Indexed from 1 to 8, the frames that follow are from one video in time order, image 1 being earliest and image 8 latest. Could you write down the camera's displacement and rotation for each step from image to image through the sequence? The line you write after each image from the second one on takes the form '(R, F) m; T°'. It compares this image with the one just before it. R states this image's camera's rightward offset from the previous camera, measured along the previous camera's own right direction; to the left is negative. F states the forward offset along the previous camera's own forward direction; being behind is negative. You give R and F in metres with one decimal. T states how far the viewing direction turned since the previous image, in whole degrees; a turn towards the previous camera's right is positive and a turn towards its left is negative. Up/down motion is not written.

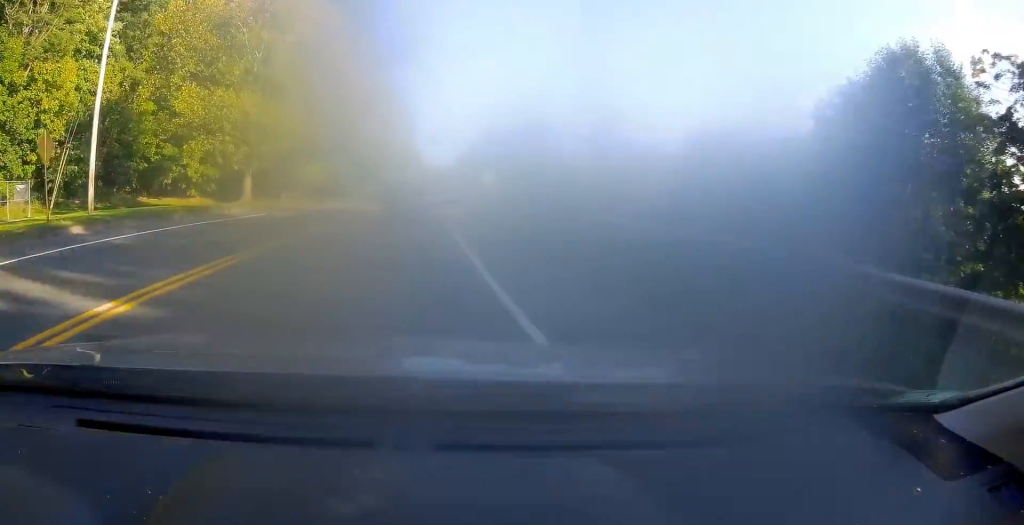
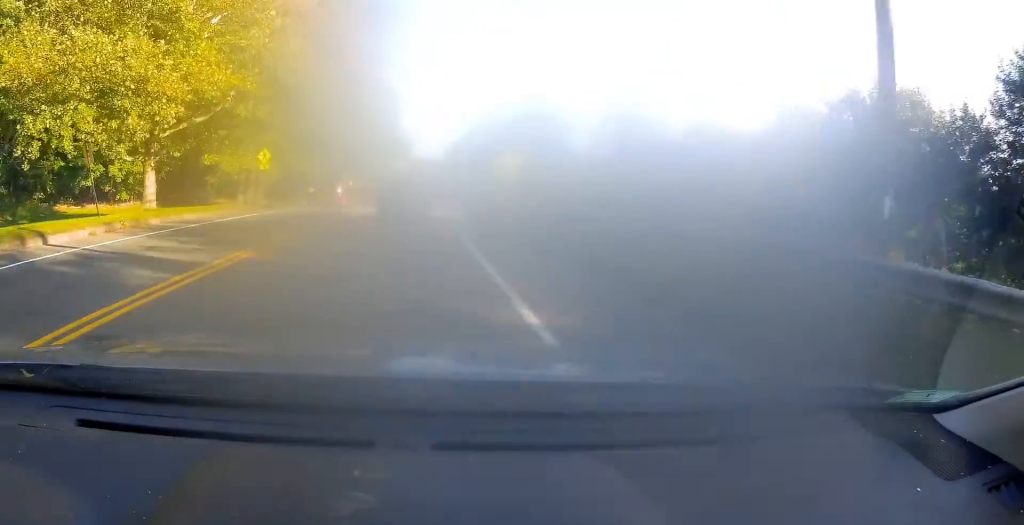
(0.0, +13.3) m; -1°
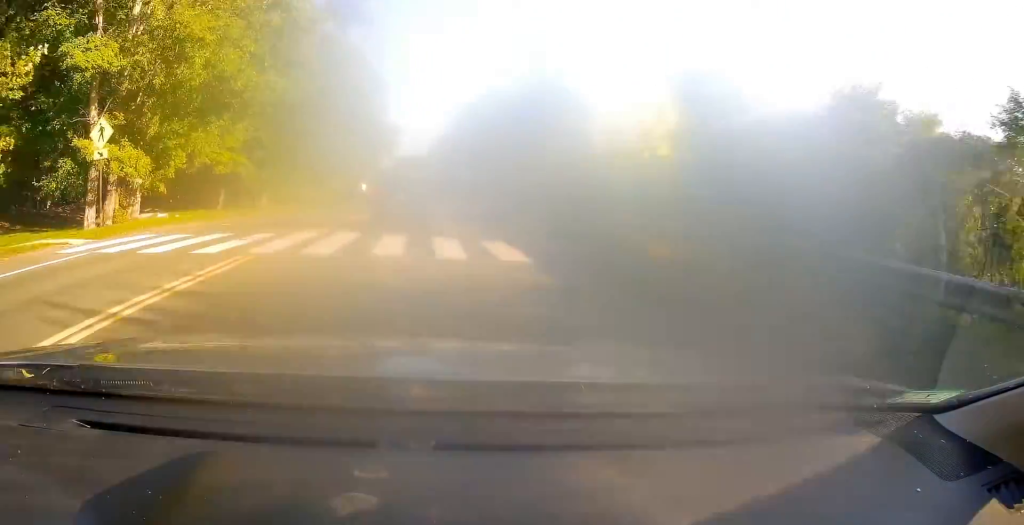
(-0.3, +19.5) m; +2°
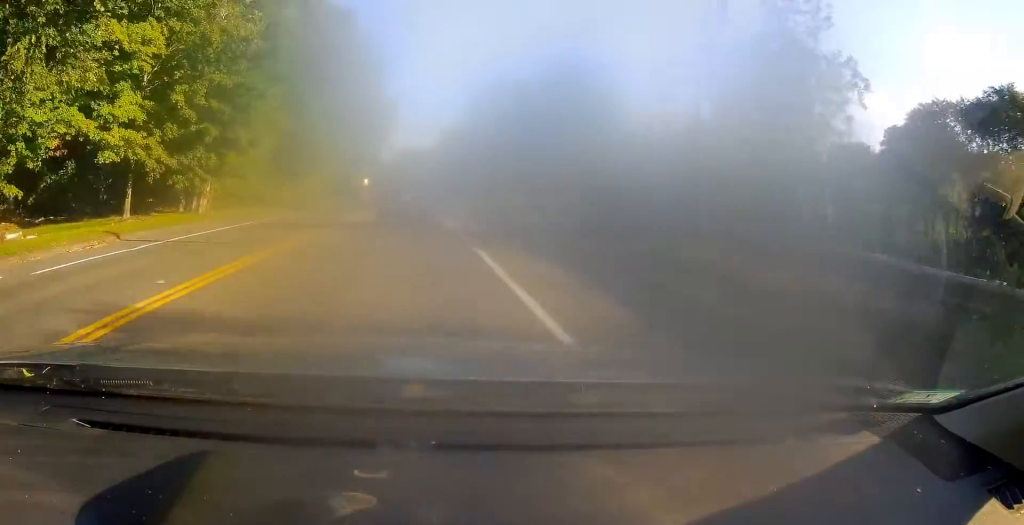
(+0.7, +14.5) m; +2°
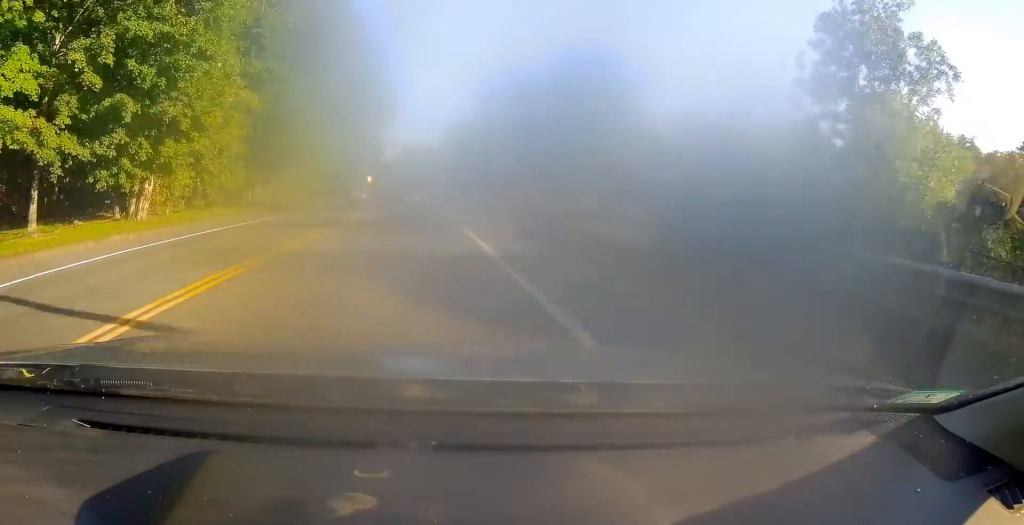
(+0.1, +7.9) m; 0°
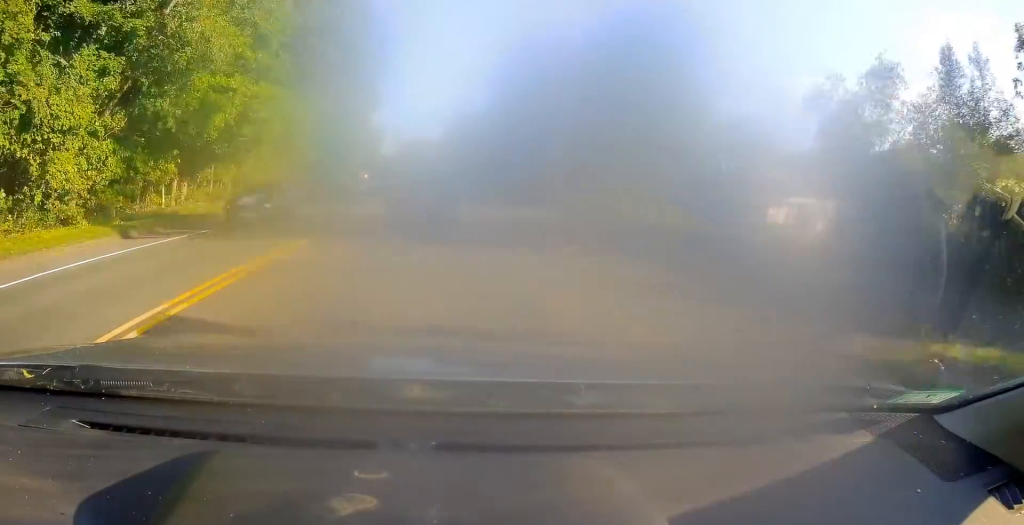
(-0.3, +17.4) m; -2°
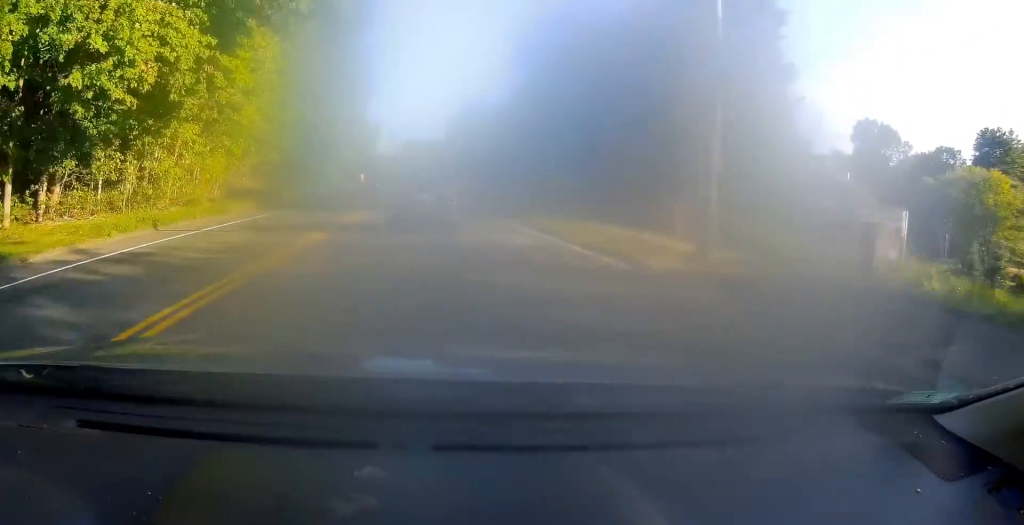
(-0.2, +13.8) m; -1°
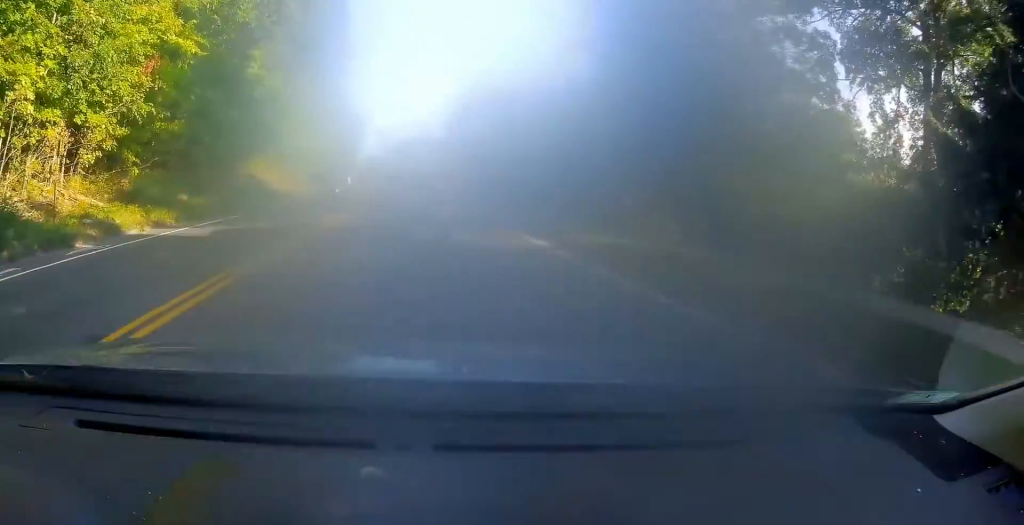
(+0.6, +26.8) m; +2°
